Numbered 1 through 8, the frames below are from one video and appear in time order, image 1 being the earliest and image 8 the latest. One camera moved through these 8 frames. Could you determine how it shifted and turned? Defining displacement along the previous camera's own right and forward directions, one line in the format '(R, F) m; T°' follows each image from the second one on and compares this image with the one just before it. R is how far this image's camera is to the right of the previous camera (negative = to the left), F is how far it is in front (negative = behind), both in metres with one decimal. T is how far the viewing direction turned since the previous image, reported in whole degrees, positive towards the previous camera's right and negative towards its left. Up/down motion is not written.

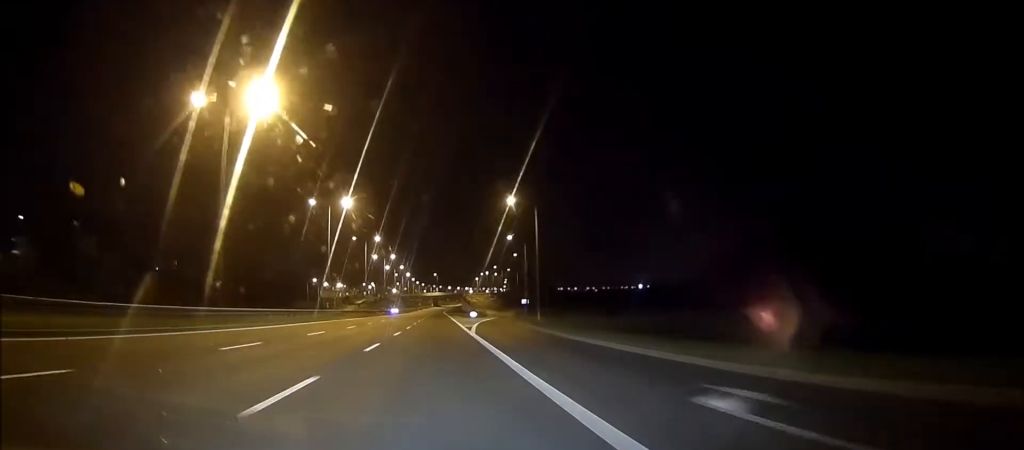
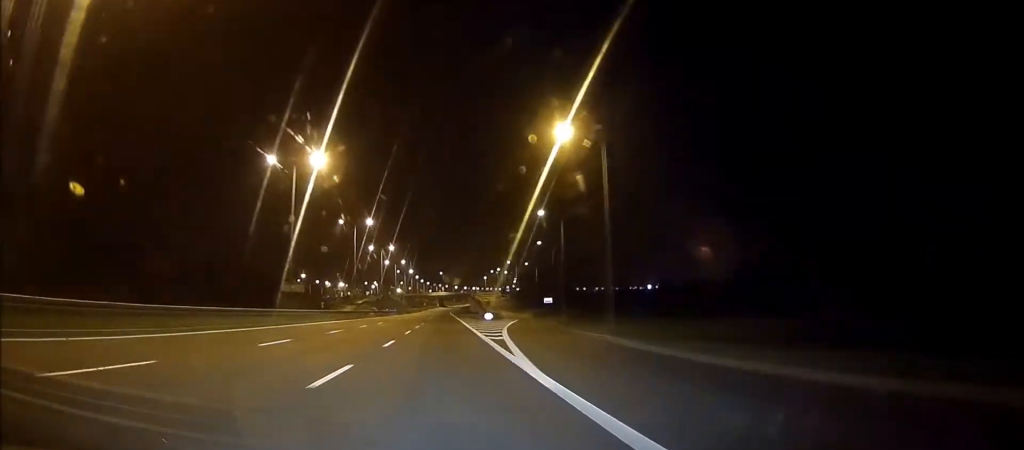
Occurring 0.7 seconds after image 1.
(0.0, +20.9) m; 0°
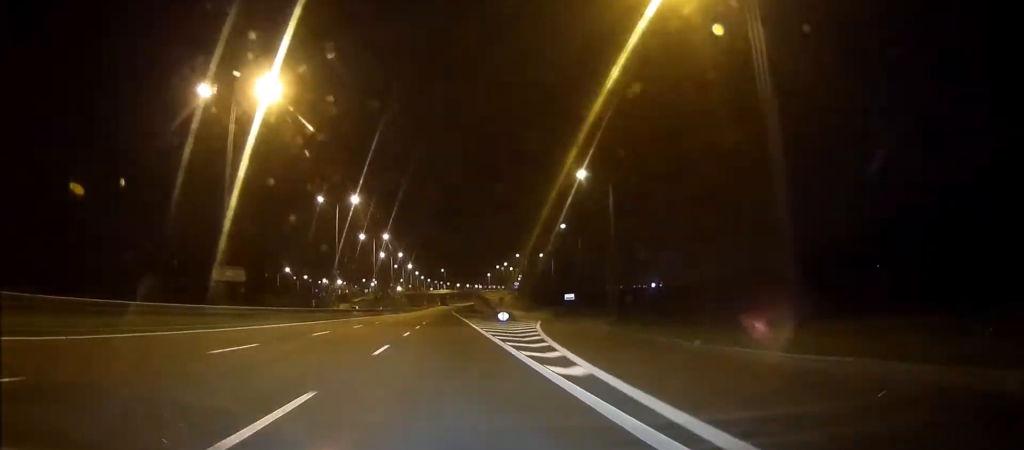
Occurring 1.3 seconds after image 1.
(0.0, +16.9) m; 0°
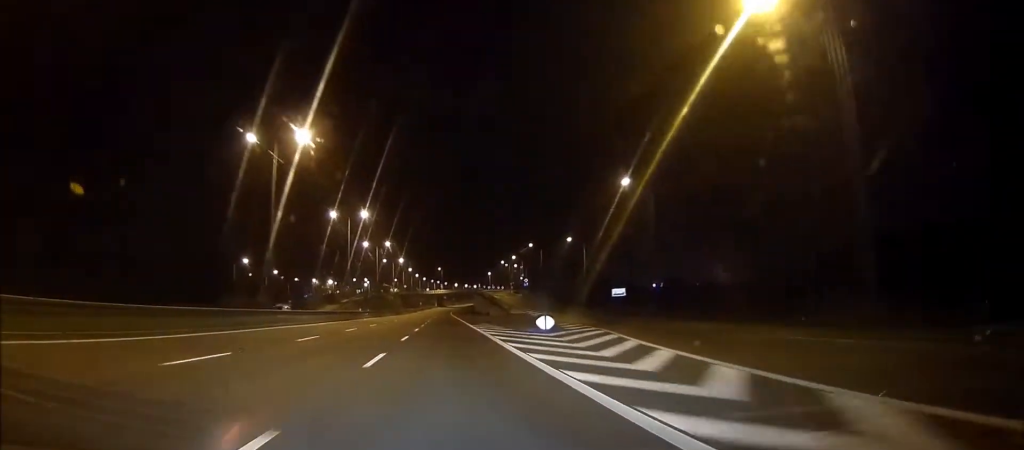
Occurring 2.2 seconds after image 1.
(0.0, +26.8) m; 0°
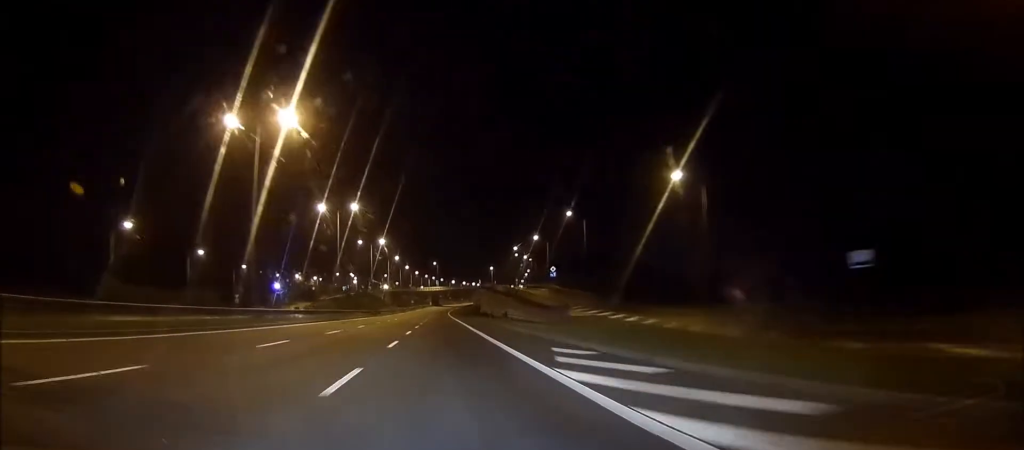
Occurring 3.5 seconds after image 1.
(0.0, +40.5) m; 0°
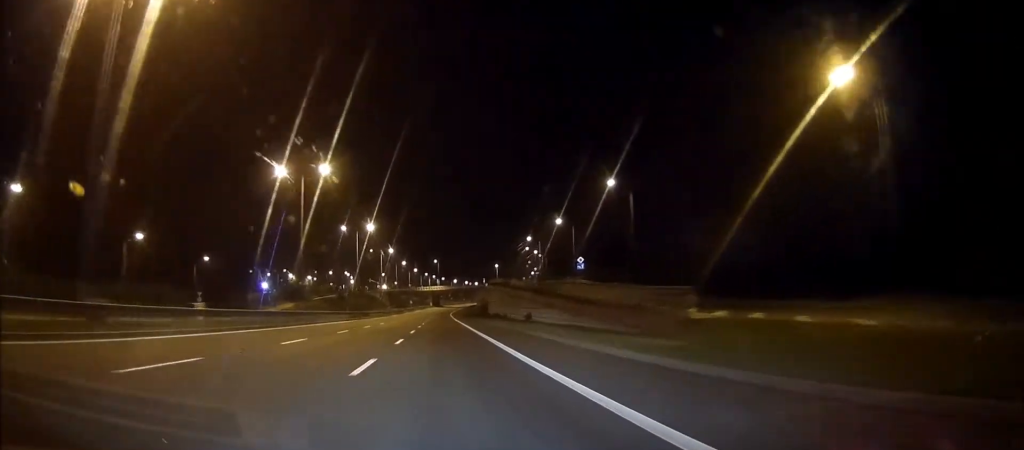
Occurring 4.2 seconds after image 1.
(0.0, +20.7) m; 0°
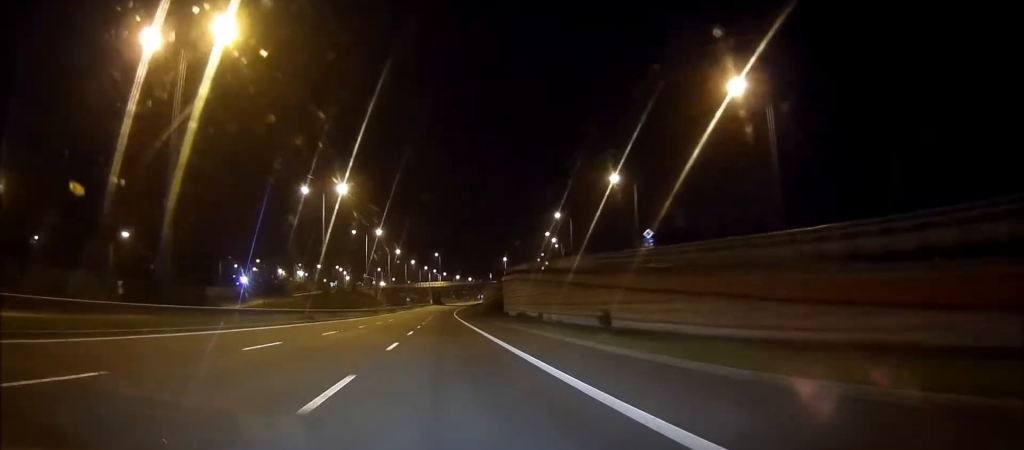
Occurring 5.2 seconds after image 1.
(0.0, +28.5) m; 0°
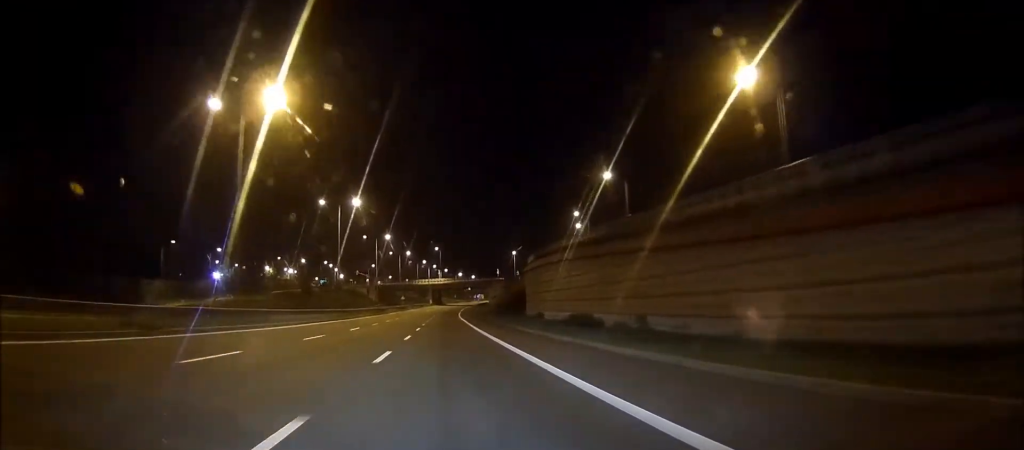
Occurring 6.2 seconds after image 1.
(+0.1, +28.6) m; +1°
